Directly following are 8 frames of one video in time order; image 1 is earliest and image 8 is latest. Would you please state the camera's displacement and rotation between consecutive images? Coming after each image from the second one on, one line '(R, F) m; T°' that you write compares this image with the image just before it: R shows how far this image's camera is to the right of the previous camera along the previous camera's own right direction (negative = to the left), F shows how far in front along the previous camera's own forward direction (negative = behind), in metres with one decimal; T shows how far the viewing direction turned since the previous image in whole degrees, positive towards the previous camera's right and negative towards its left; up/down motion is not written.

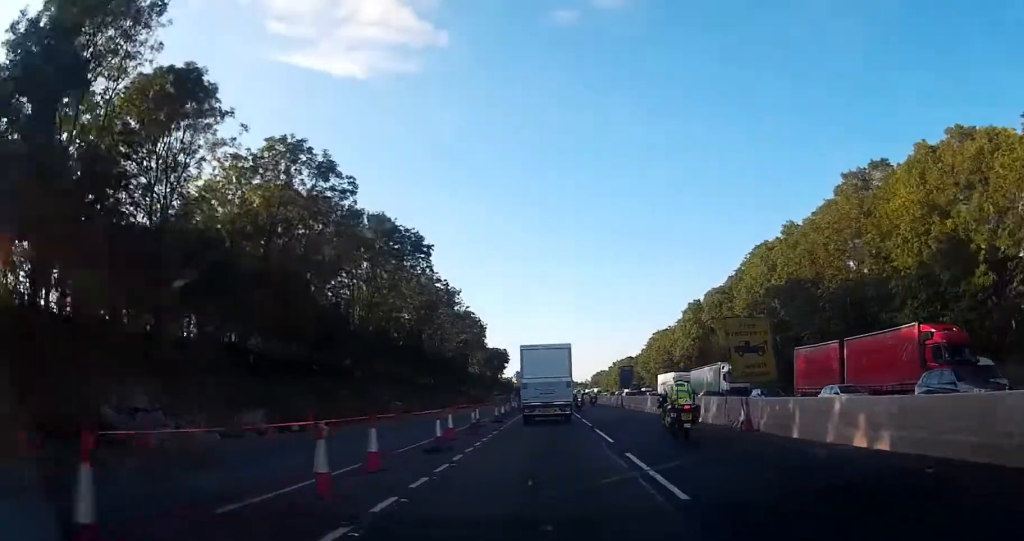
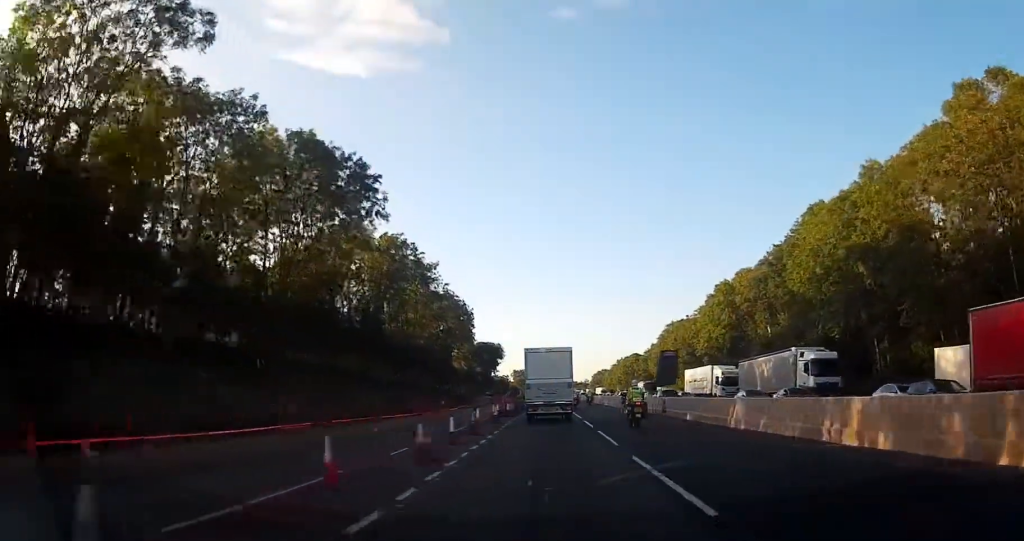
(0.0, +18.7) m; 0°
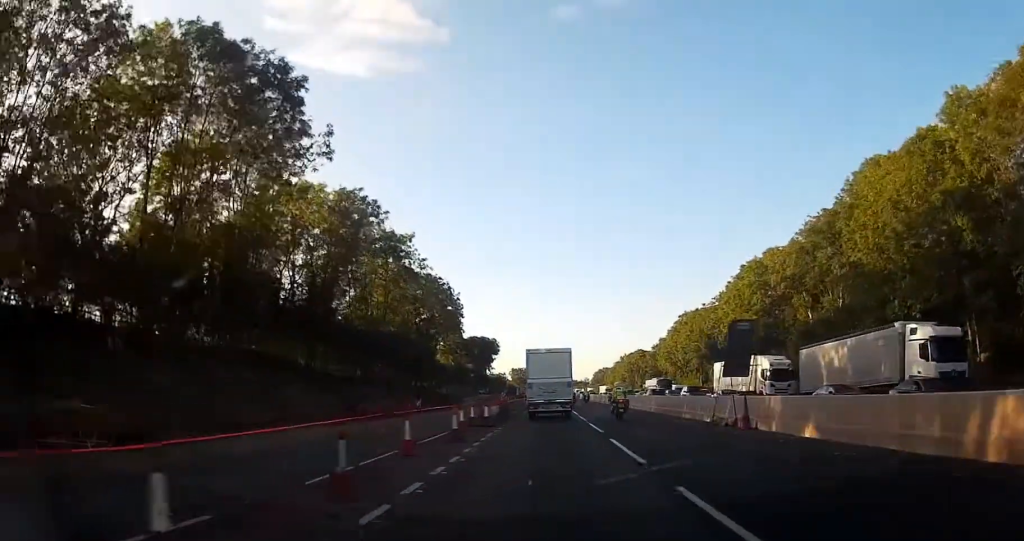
(0.0, +13.2) m; 0°
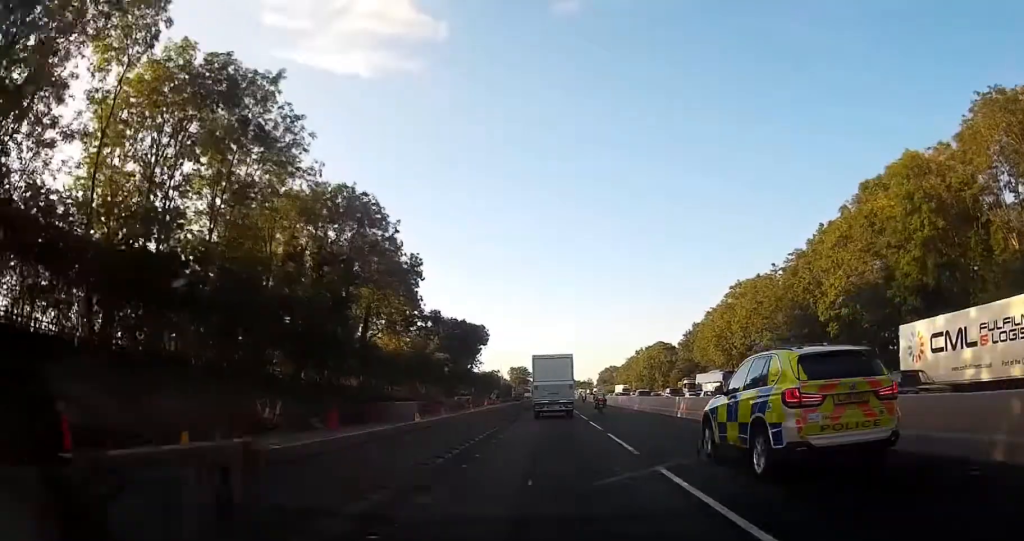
(-0.2, +33.4) m; 0°
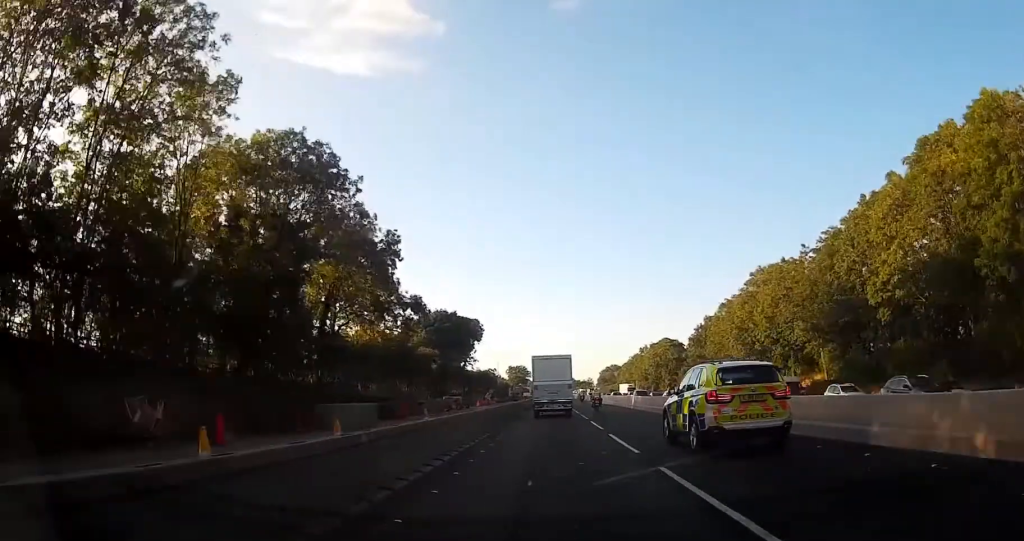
(0.0, +9.5) m; 0°
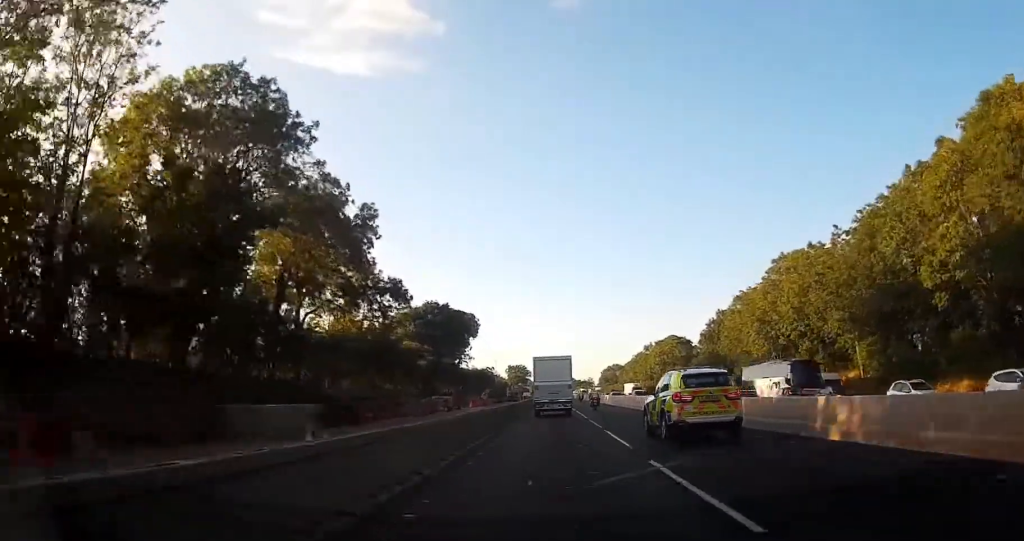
(0.0, +7.8) m; 0°
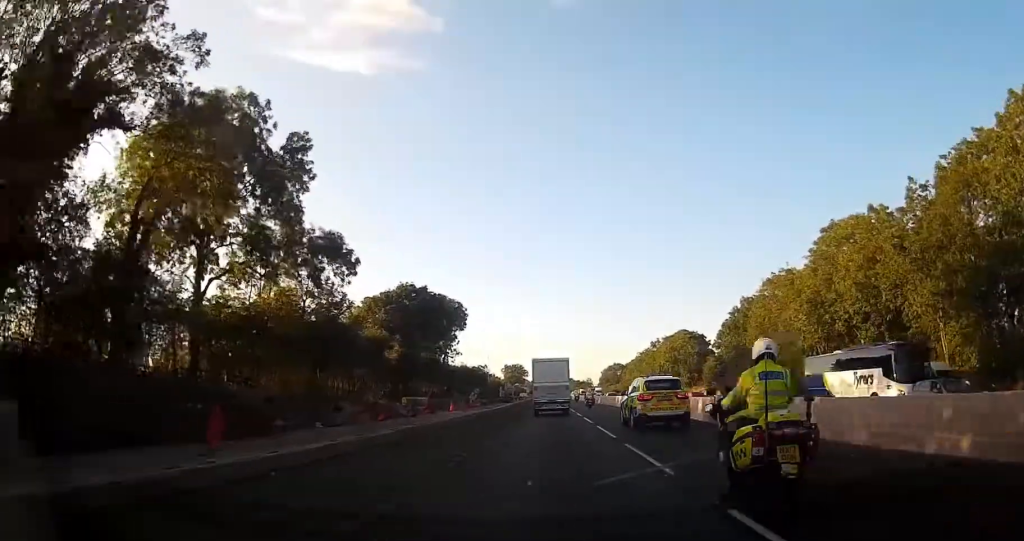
(+0.1, +13.9) m; 0°
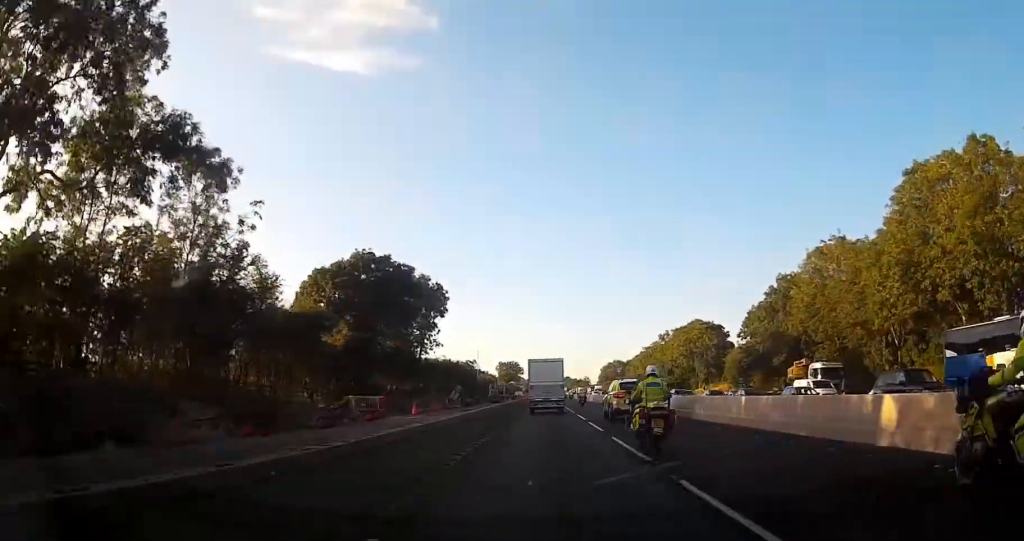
(+0.1, +15.7) m; 0°
